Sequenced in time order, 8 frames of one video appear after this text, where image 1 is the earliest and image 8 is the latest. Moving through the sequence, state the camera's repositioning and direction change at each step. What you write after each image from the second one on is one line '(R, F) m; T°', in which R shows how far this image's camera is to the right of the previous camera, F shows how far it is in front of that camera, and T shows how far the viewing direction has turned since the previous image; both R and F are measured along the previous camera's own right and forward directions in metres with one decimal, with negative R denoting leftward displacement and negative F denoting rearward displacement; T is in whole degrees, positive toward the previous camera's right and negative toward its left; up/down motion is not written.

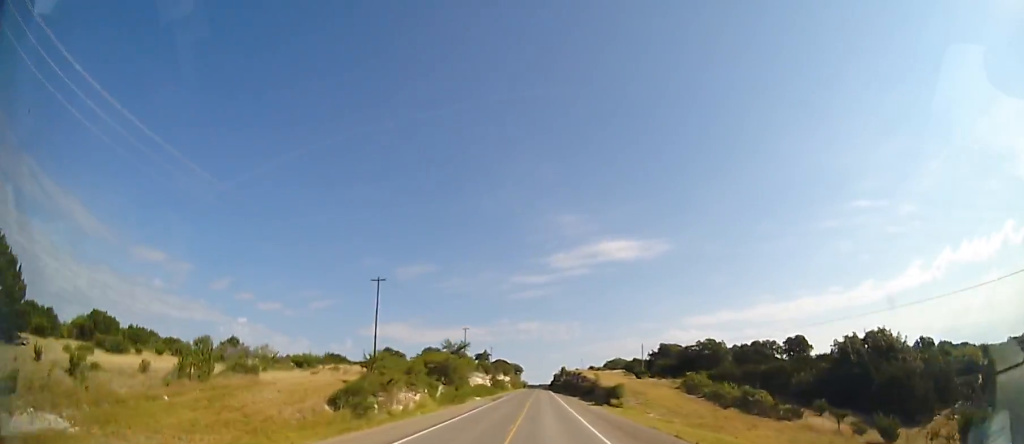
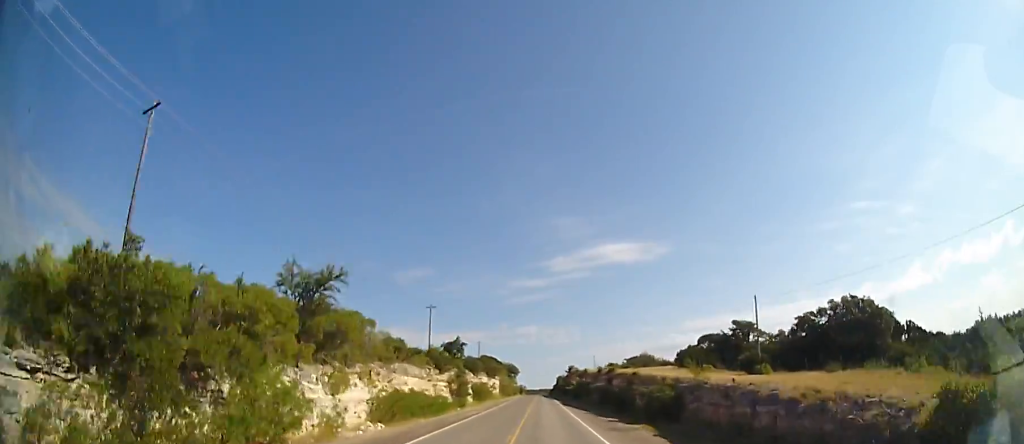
(+0.4, +38.9) m; 0°
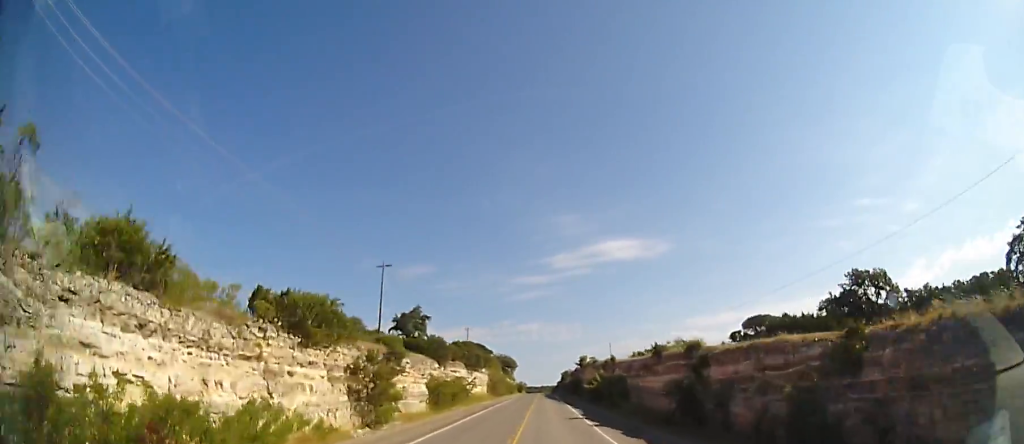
(0.0, +26.5) m; 0°
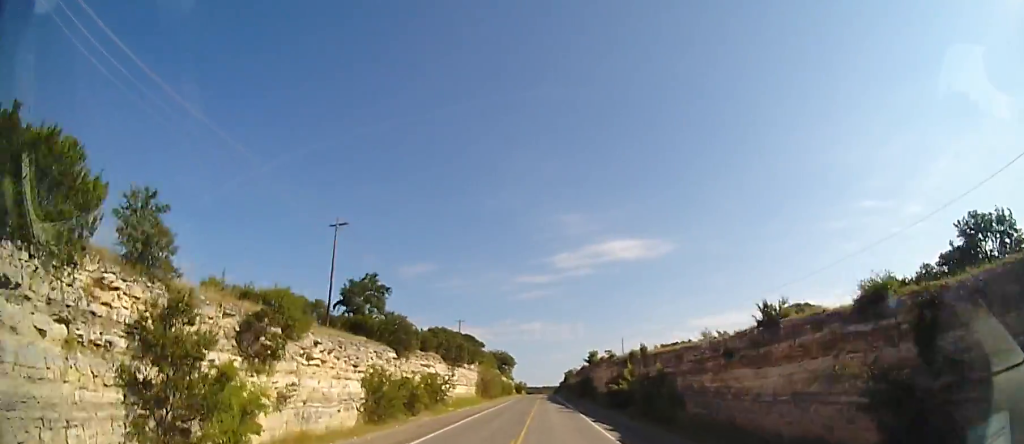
(-0.2, +14.2) m; 0°
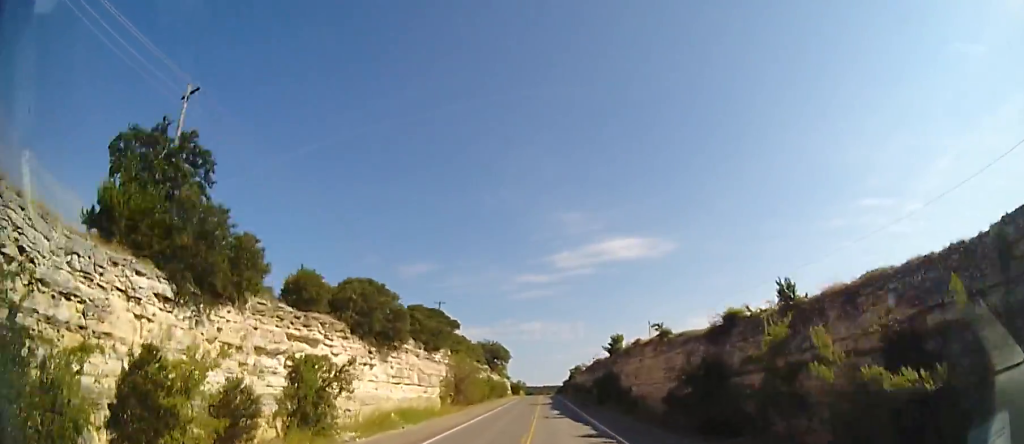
(-0.1, +21.9) m; 0°
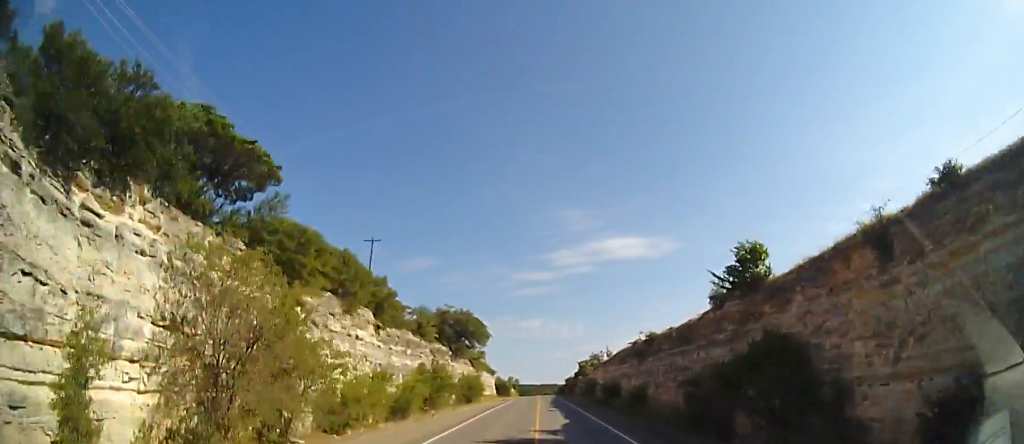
(+0.3, +34.1) m; 0°
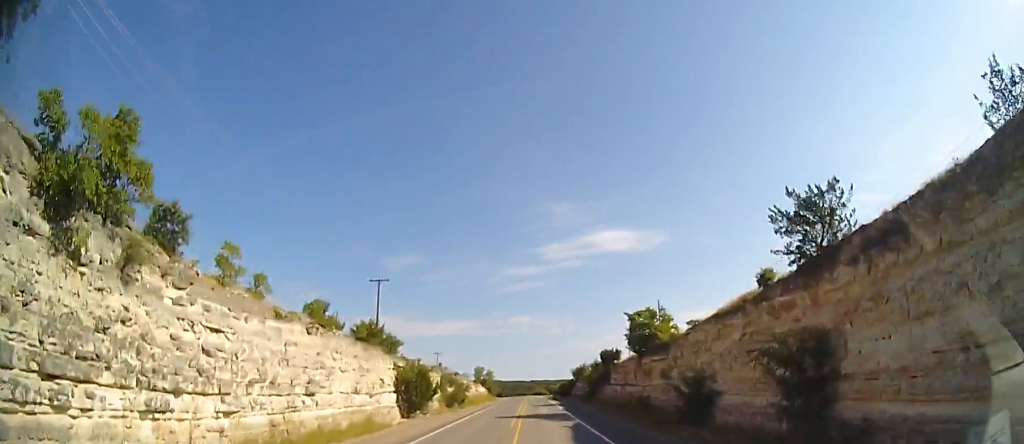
(-0.6, +55.8) m; 0°
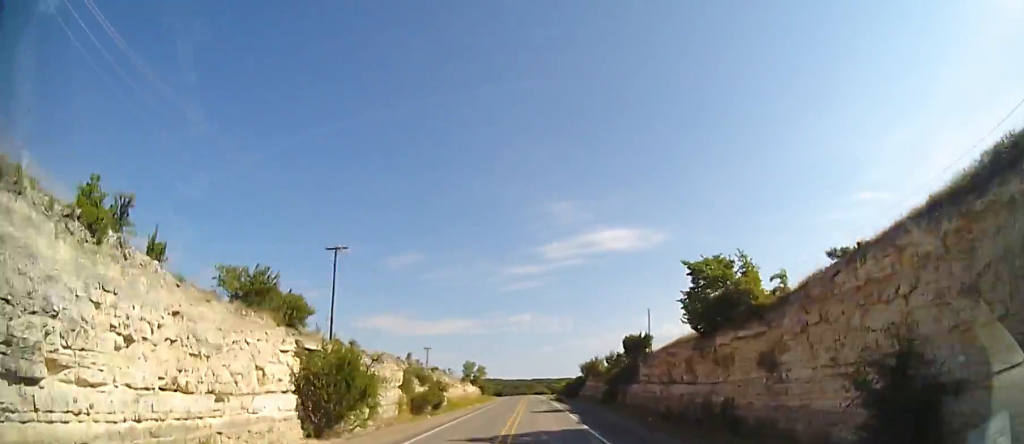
(+0.3, +13.3) m; 0°
